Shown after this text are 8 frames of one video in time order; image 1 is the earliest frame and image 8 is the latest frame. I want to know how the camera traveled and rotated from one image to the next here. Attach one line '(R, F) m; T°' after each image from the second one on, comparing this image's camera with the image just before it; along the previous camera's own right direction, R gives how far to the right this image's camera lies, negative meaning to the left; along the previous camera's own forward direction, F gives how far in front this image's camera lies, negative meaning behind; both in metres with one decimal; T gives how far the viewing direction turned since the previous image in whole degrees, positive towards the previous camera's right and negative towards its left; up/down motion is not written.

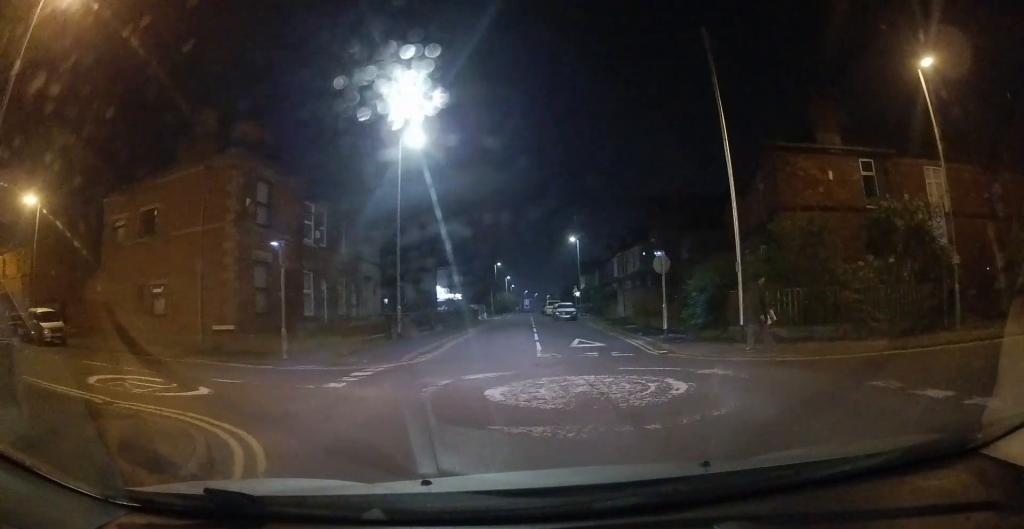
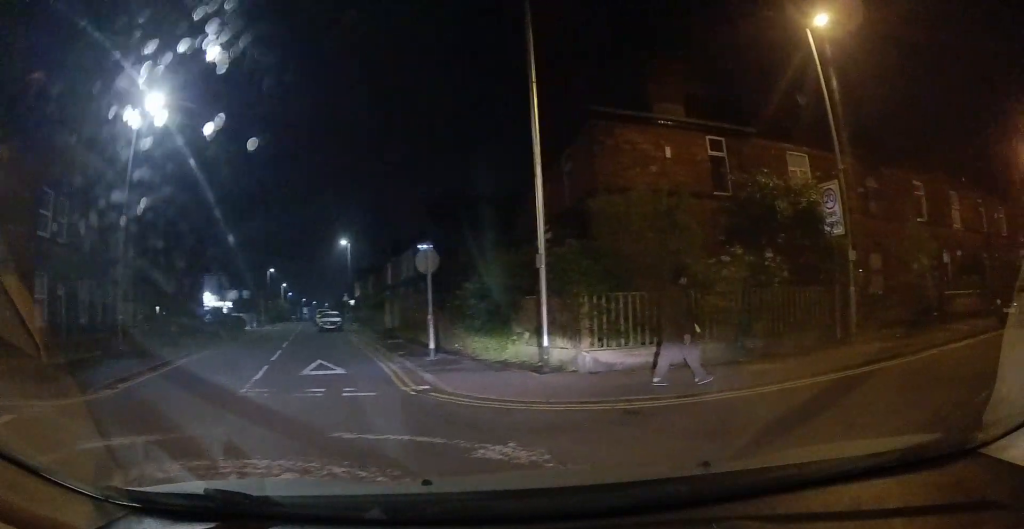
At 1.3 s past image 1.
(+0.3, +4.6) m; +20°
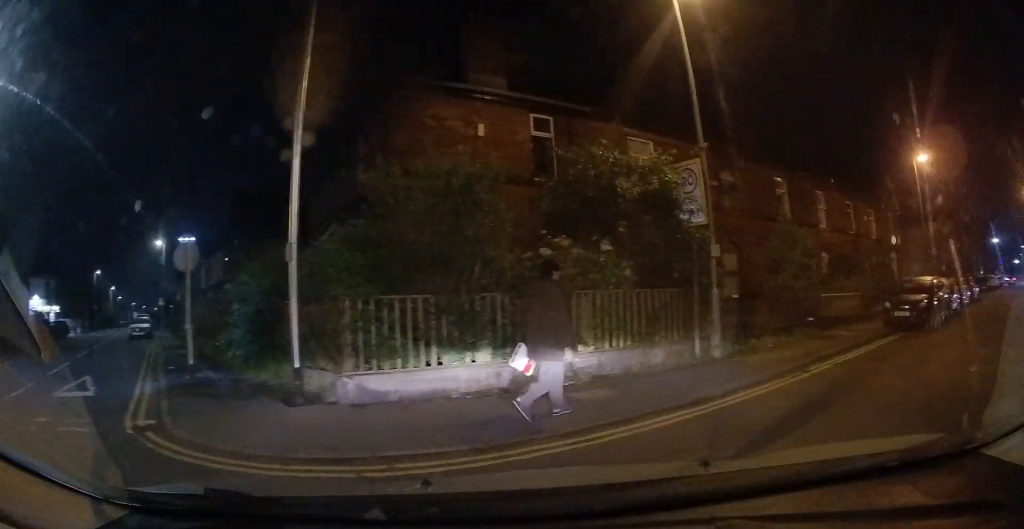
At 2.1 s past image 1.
(+0.6, +2.6) m; +20°
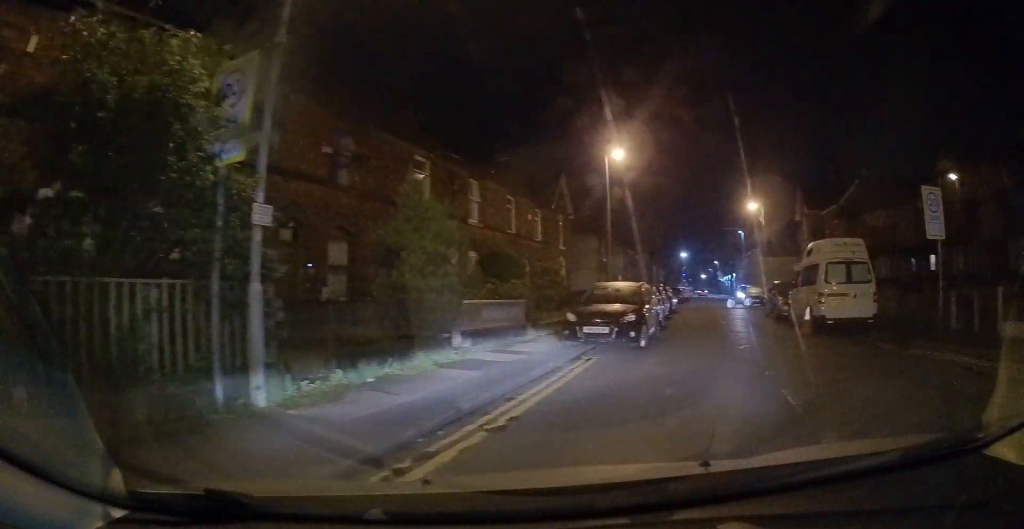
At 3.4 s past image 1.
(+1.3, +4.5) m; +32°
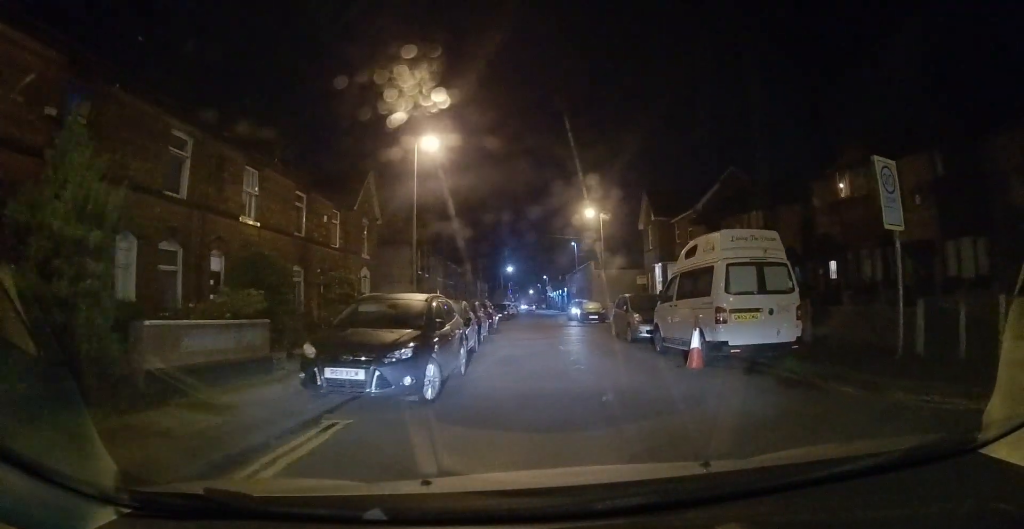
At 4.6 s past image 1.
(+0.9, +3.9) m; +23°
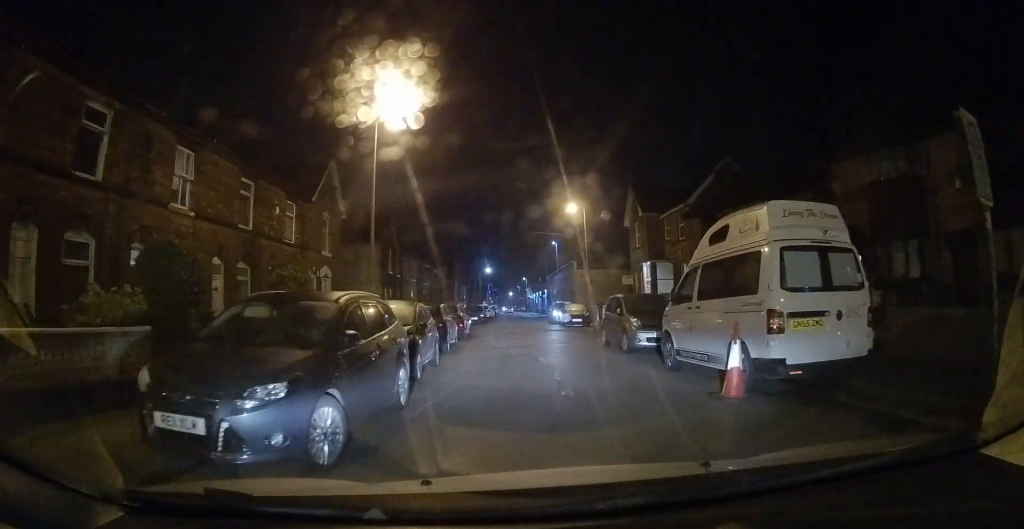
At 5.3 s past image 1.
(+0.3, +2.5) m; +8°
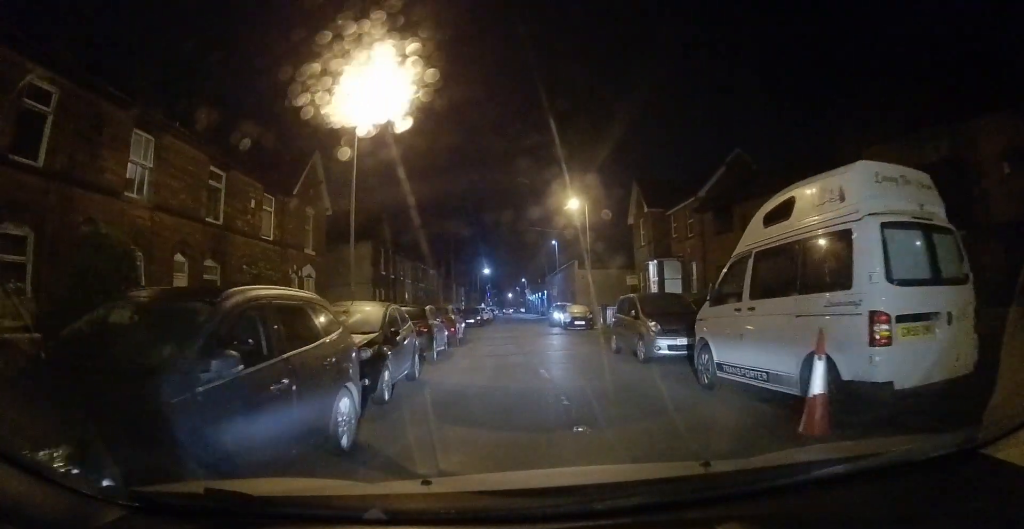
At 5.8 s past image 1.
(+0.1, +1.9) m; +2°
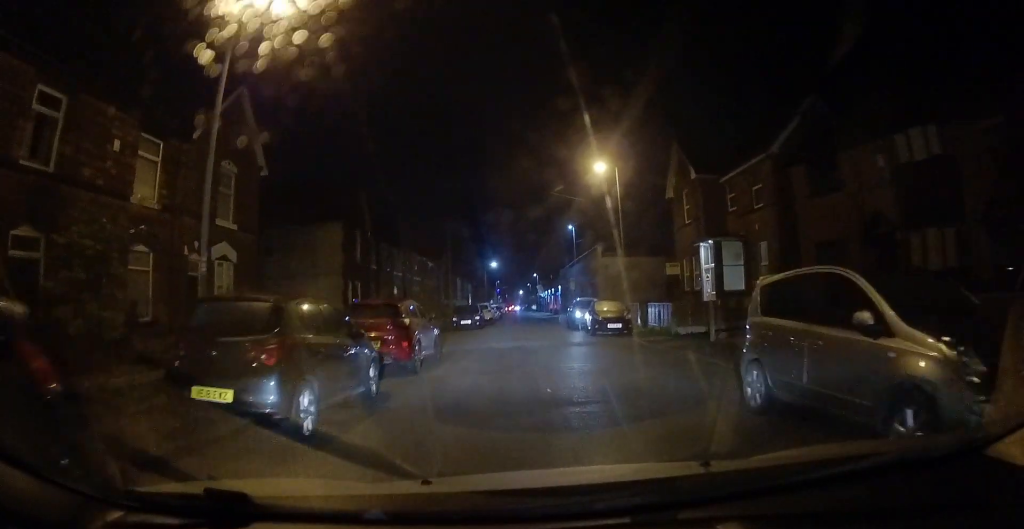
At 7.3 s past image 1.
(-0.1, +7.3) m; -3°
